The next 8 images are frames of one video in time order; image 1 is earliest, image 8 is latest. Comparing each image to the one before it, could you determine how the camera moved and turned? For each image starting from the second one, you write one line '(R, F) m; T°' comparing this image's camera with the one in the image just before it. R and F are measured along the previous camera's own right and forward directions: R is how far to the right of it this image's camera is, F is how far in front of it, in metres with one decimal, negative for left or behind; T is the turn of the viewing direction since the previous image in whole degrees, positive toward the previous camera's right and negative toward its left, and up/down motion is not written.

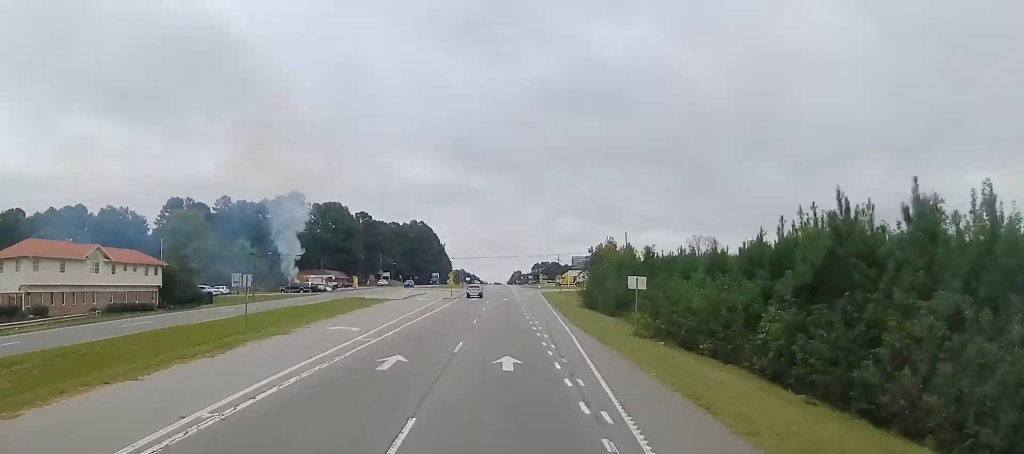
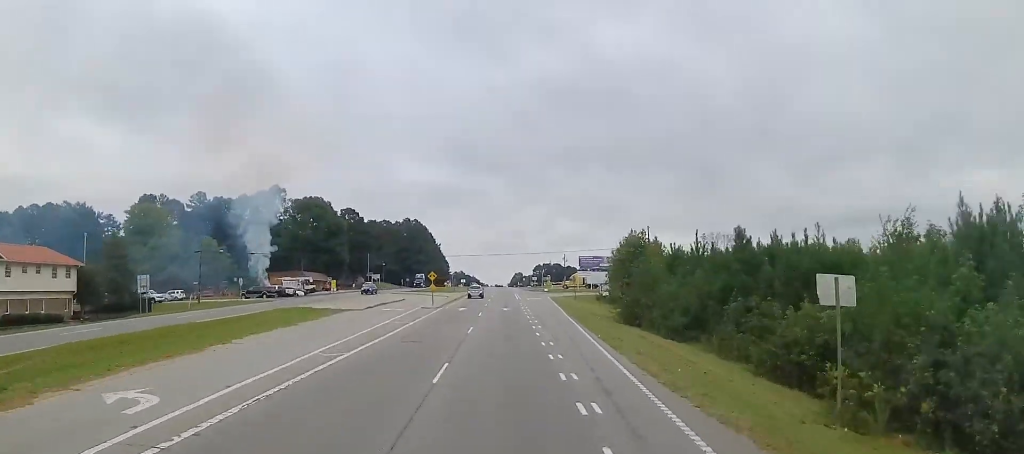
(0.0, +18.1) m; 0°
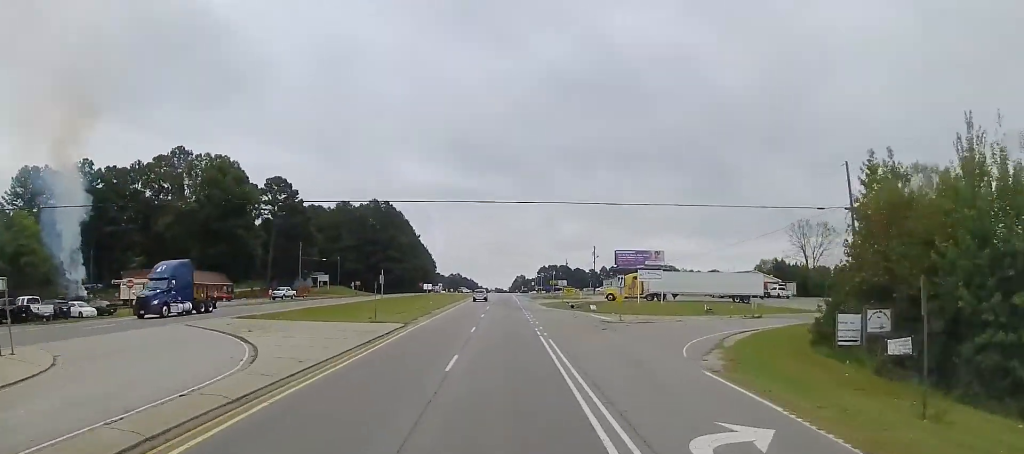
(0.0, +59.8) m; 0°
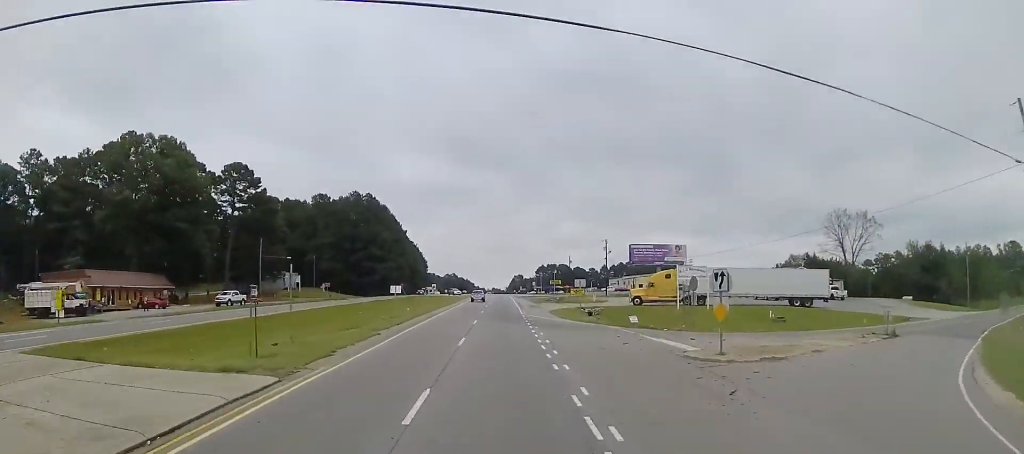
(0.0, +18.2) m; 0°
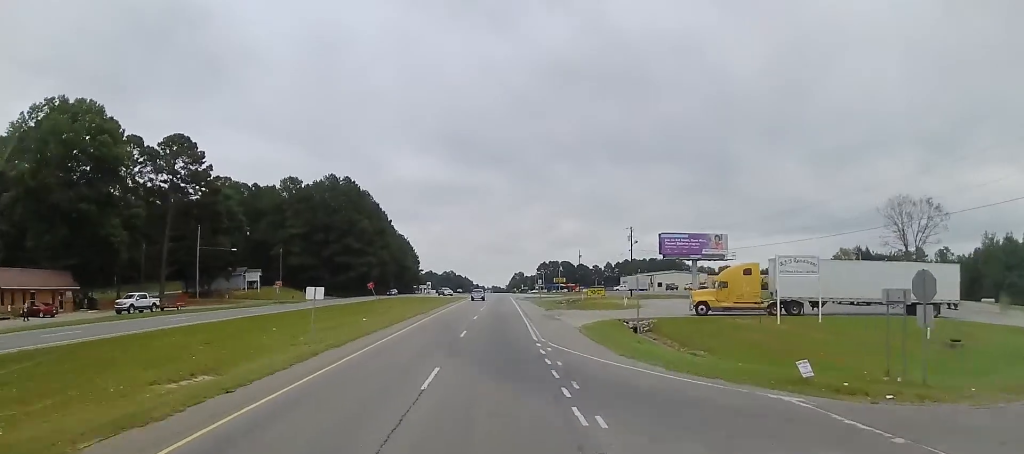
(0.0, +21.4) m; 0°
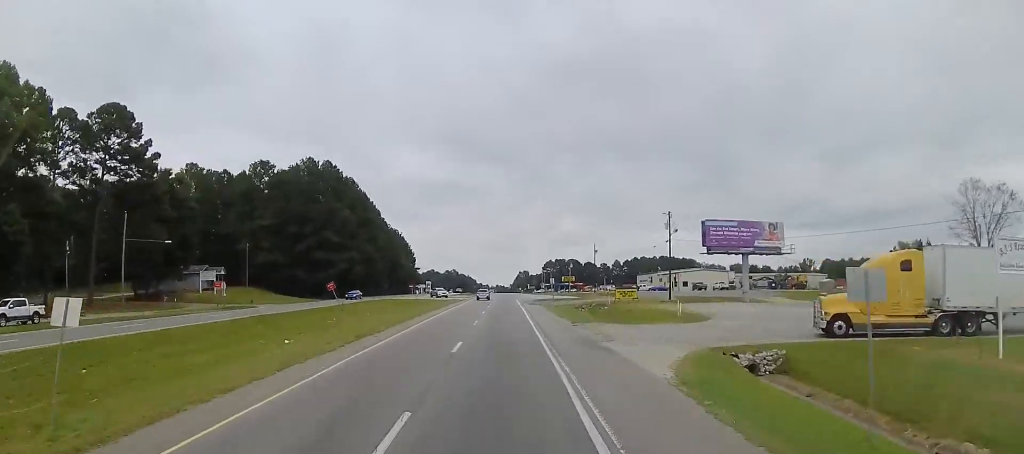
(-0.1, +18.1) m; 0°
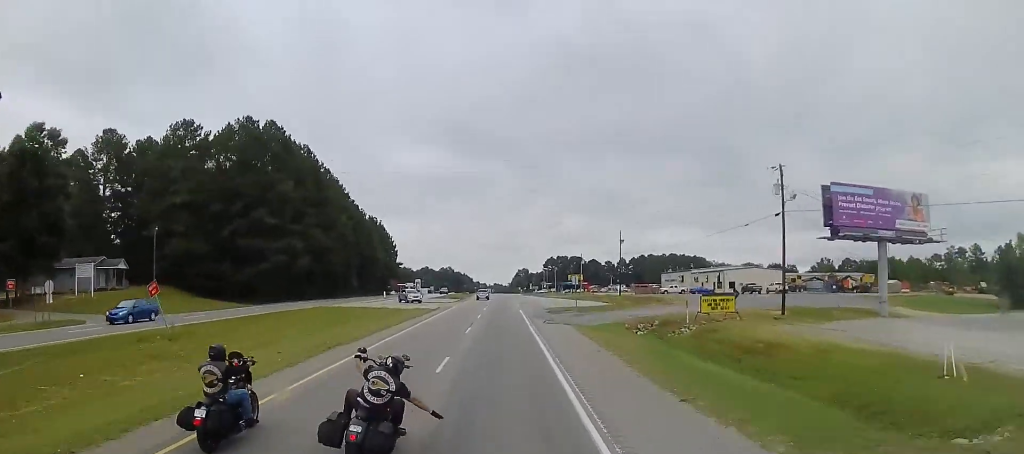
(+0.2, +28.9) m; 0°
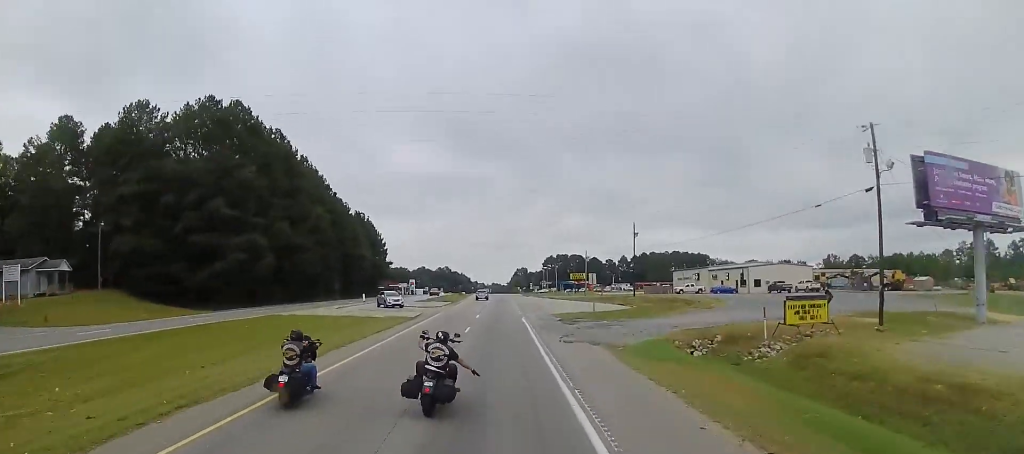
(0.0, +11.6) m; 0°
